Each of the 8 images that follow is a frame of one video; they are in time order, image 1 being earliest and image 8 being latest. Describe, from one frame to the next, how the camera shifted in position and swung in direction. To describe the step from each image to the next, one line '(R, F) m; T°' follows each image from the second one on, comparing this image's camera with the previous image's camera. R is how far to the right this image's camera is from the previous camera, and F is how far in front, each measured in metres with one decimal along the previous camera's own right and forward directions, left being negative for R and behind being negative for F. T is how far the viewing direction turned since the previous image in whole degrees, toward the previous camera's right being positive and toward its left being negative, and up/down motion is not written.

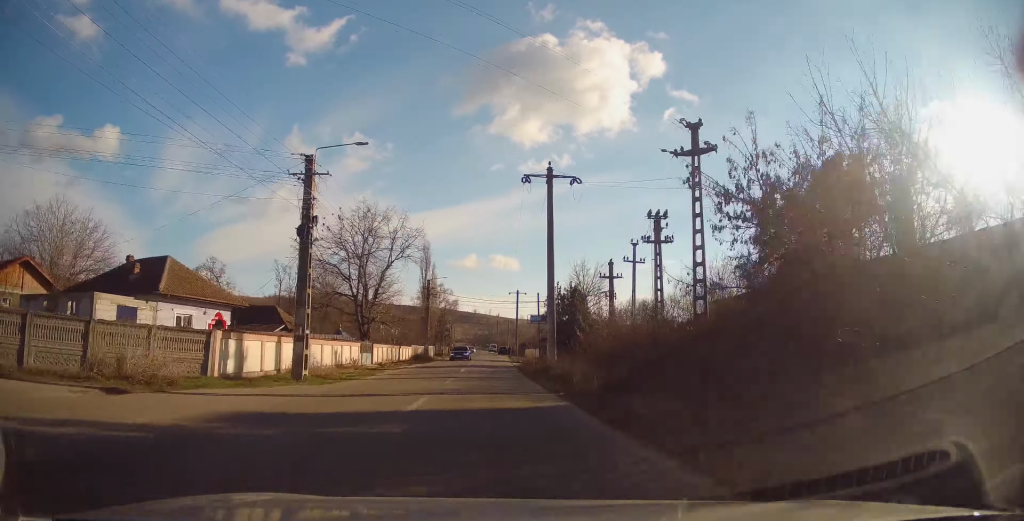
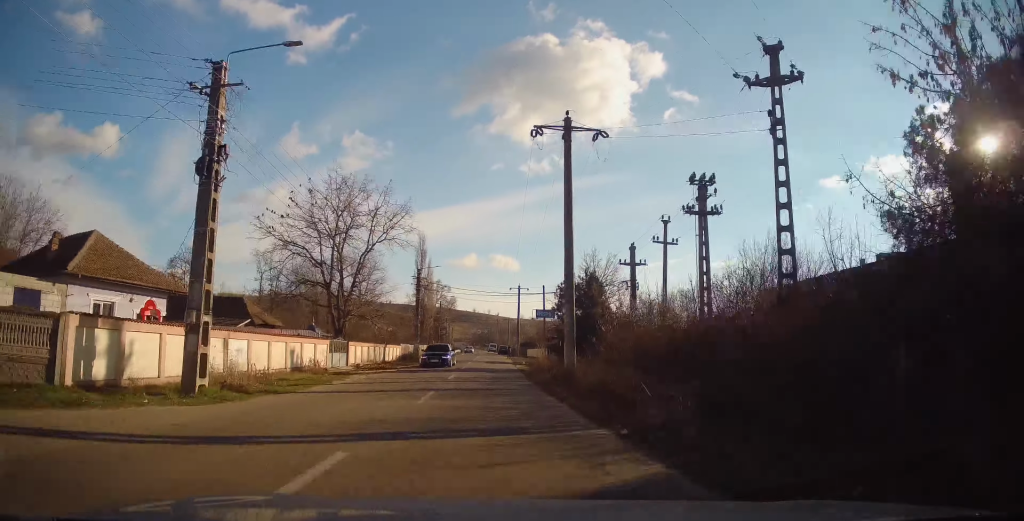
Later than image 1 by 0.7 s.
(0.0, +7.4) m; 0°
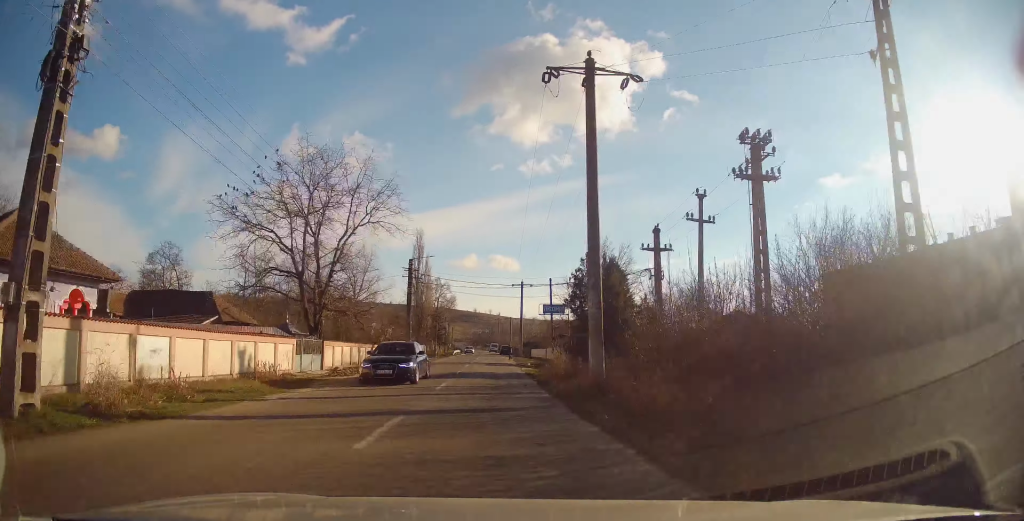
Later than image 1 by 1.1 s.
(+0.1, +5.3) m; +1°
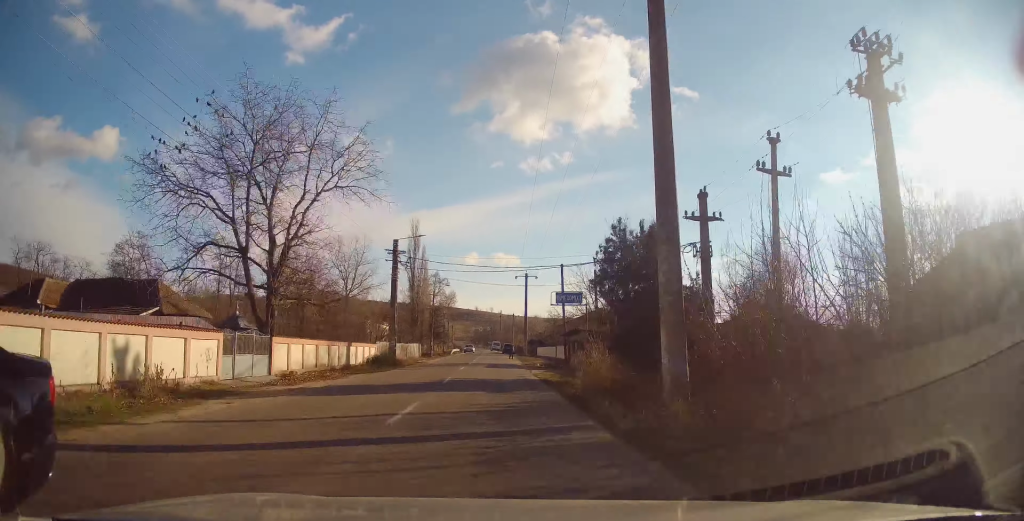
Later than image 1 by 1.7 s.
(0.0, +7.1) m; 0°
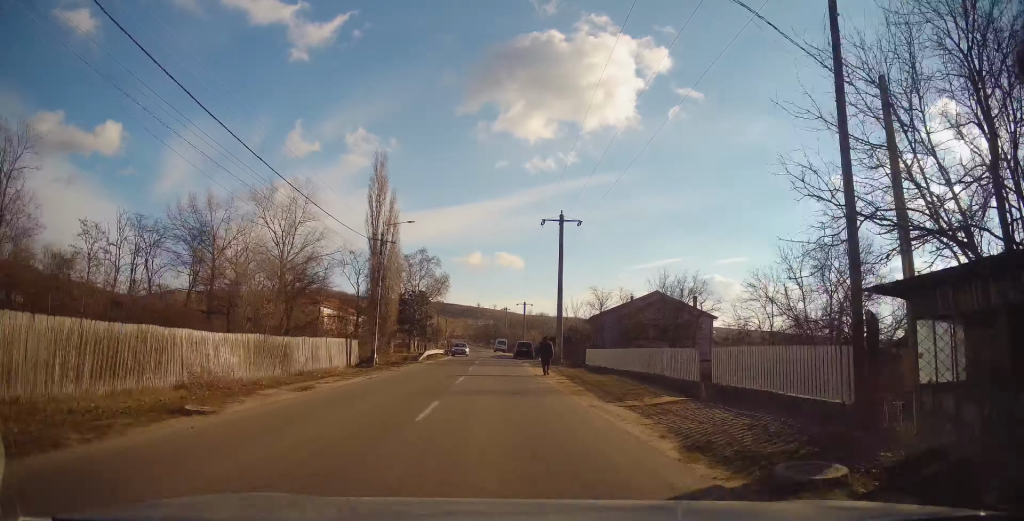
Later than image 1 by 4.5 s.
(-0.3, +35.0) m; 0°
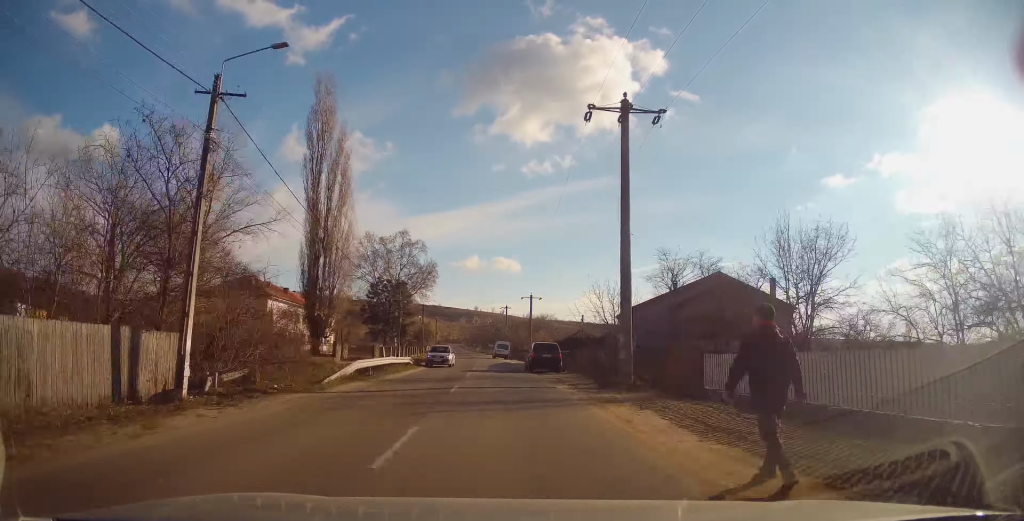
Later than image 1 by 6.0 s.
(-0.1, +21.0) m; -1°
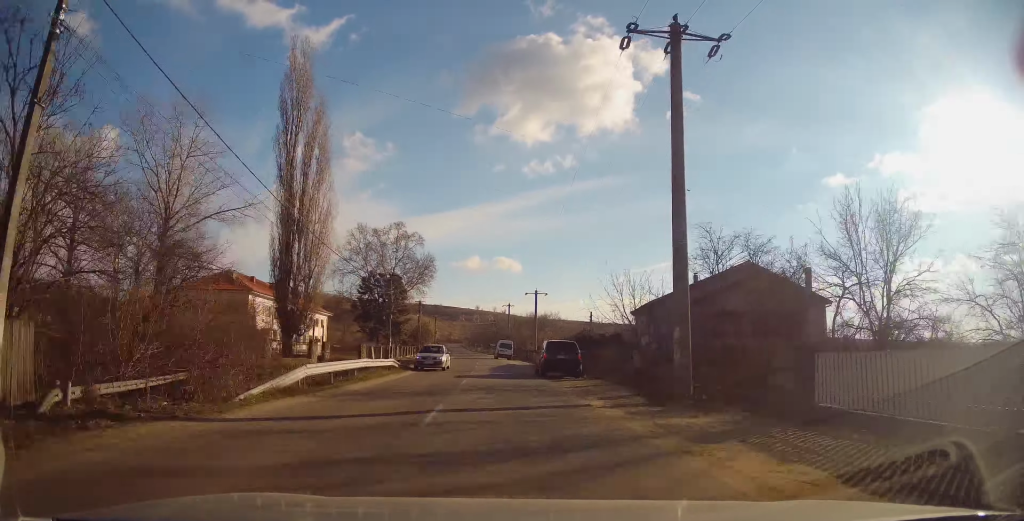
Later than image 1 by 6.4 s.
(0.0, +6.2) m; 0°
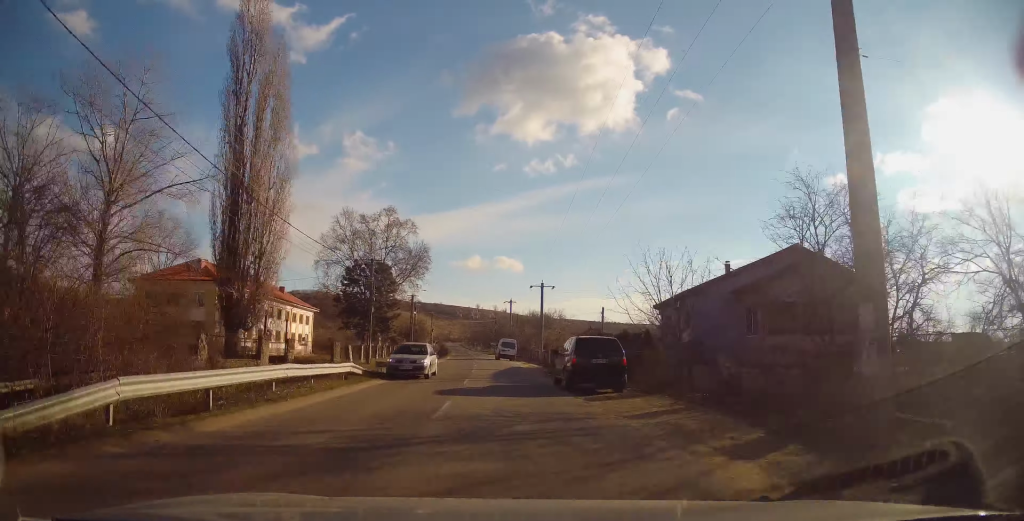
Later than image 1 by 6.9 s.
(-0.2, +7.3) m; 0°
